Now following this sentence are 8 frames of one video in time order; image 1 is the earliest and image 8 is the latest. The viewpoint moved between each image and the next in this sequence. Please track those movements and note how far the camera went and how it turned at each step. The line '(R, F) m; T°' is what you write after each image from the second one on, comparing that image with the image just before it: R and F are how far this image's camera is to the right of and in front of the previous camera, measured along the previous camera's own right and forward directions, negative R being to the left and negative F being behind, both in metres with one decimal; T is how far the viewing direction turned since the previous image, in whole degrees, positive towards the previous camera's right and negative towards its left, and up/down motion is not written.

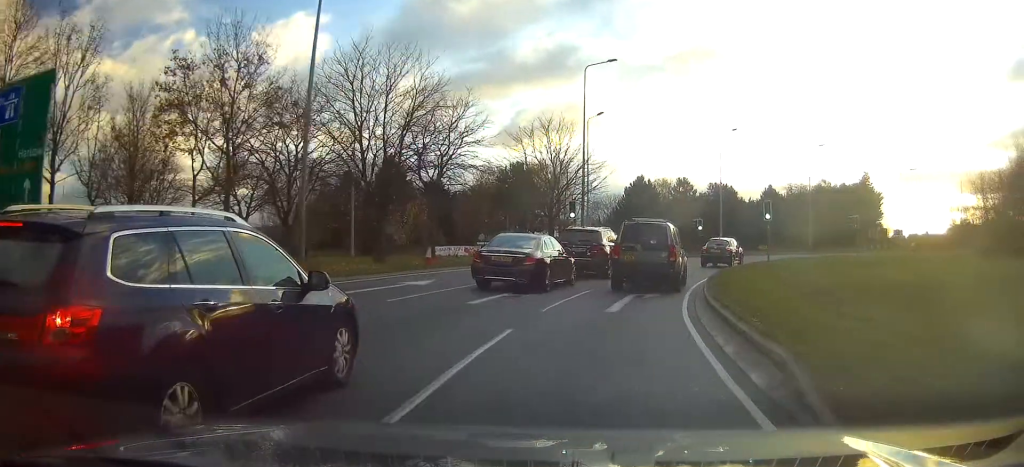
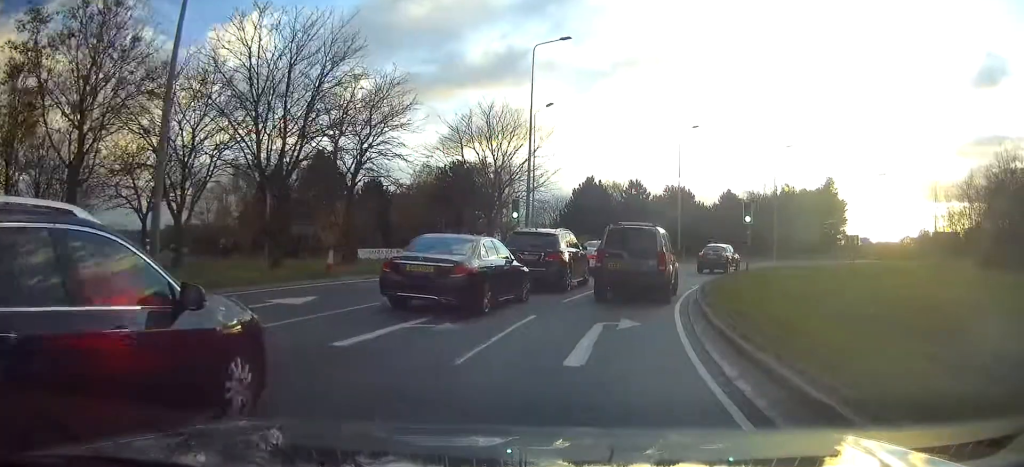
(+0.1, +6.1) m; +2°
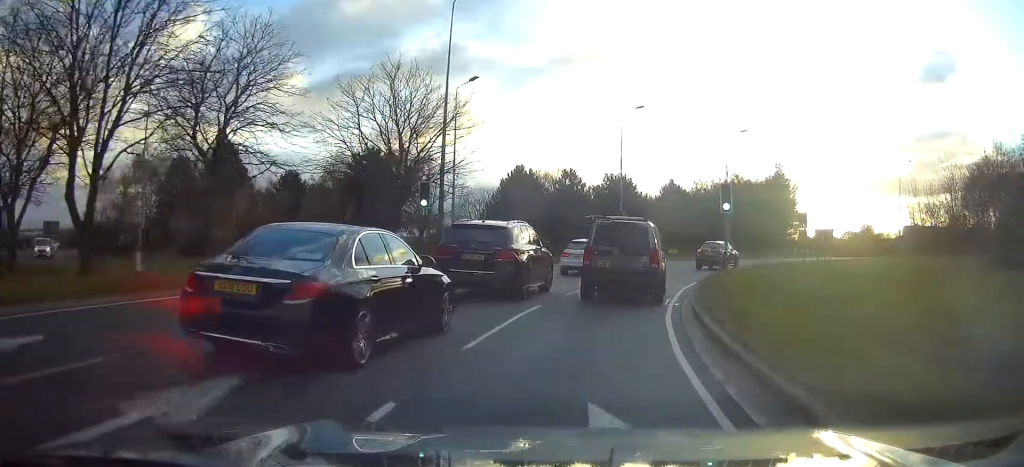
(0.0, +7.5) m; 0°
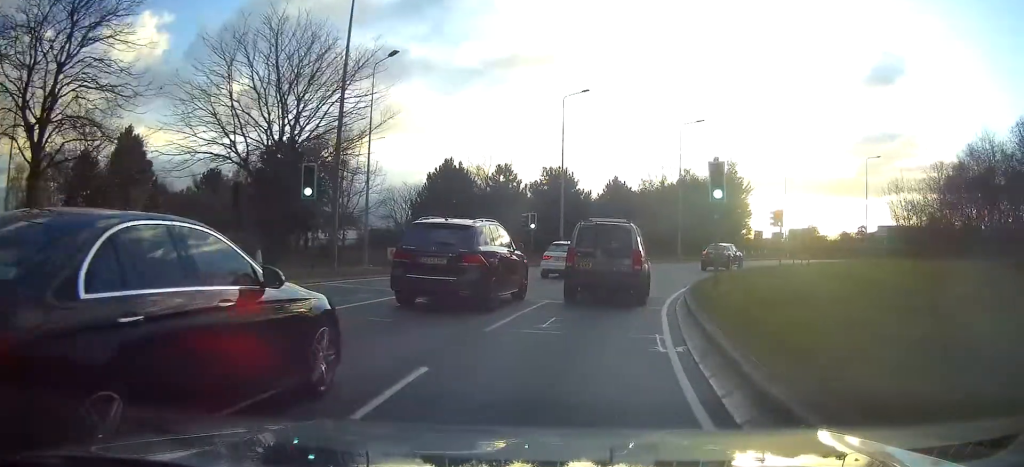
(0.0, +6.8) m; 0°
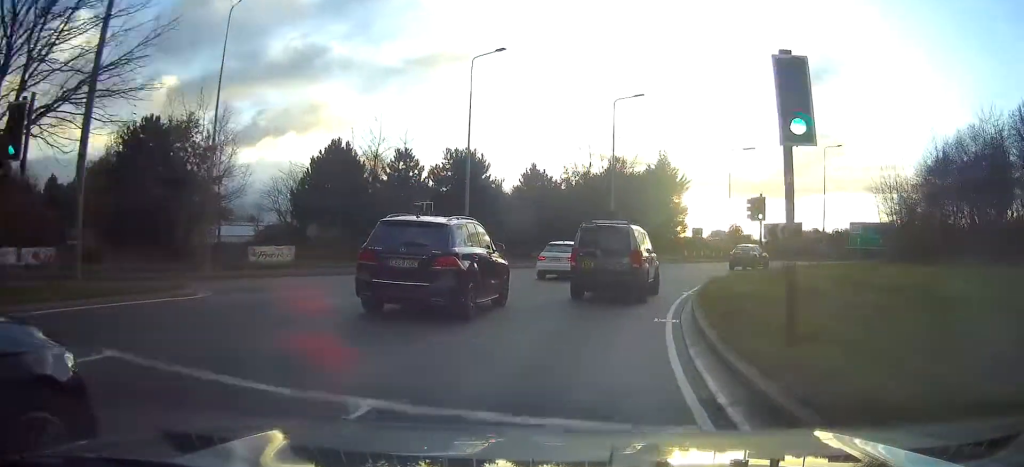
(+0.1, +10.4) m; +10°
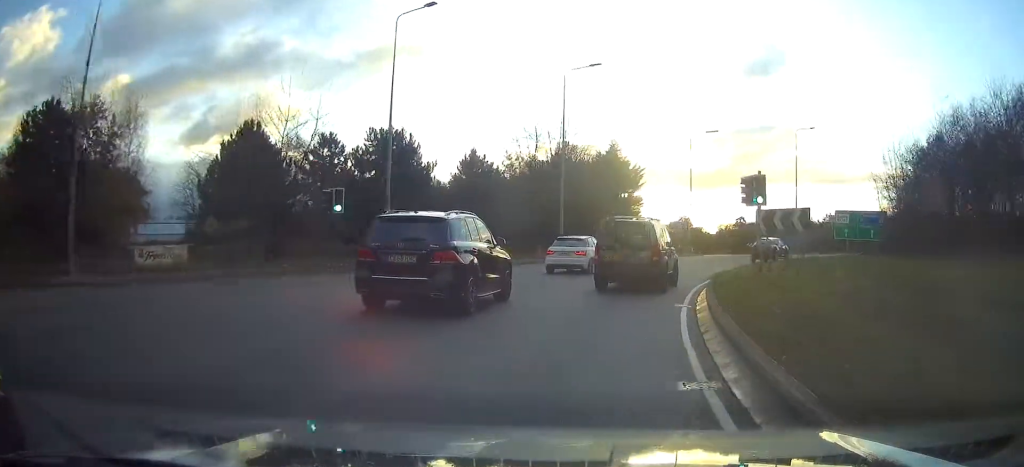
(+1.1, +6.7) m; +8°
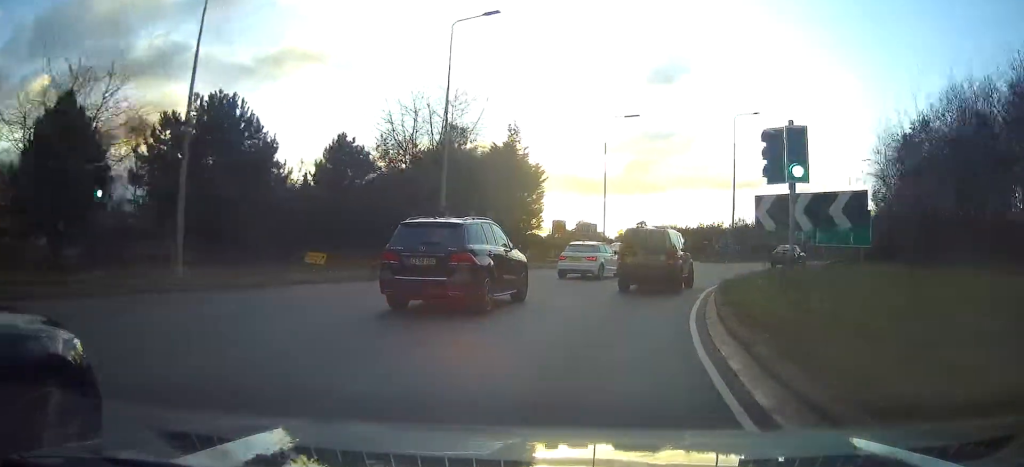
(+0.7, +10.9) m; +10°
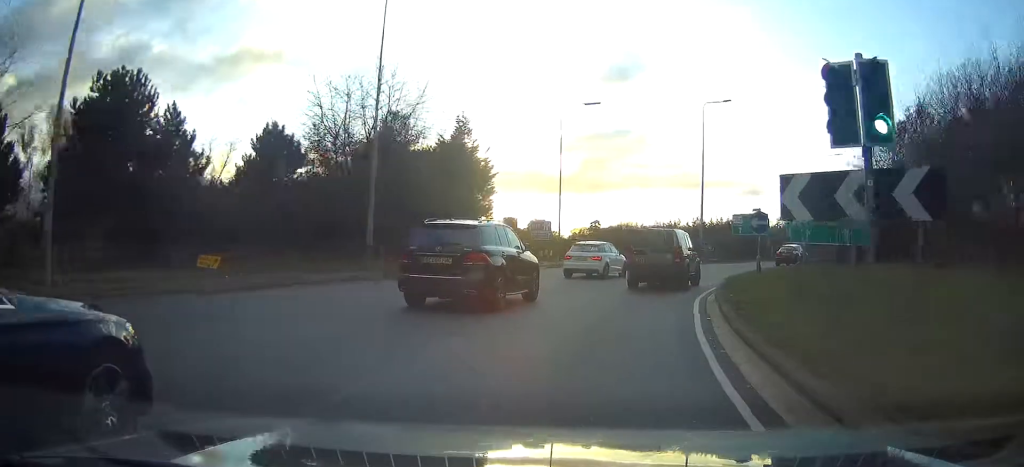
(+0.3, +4.7) m; +4°
